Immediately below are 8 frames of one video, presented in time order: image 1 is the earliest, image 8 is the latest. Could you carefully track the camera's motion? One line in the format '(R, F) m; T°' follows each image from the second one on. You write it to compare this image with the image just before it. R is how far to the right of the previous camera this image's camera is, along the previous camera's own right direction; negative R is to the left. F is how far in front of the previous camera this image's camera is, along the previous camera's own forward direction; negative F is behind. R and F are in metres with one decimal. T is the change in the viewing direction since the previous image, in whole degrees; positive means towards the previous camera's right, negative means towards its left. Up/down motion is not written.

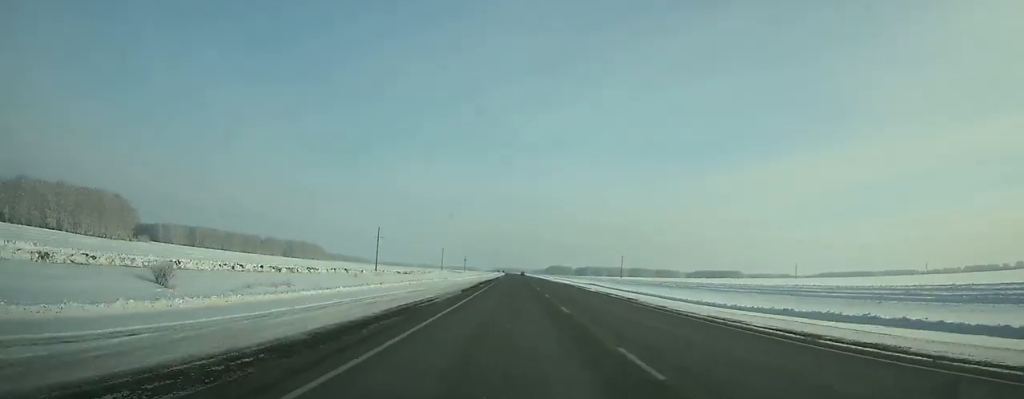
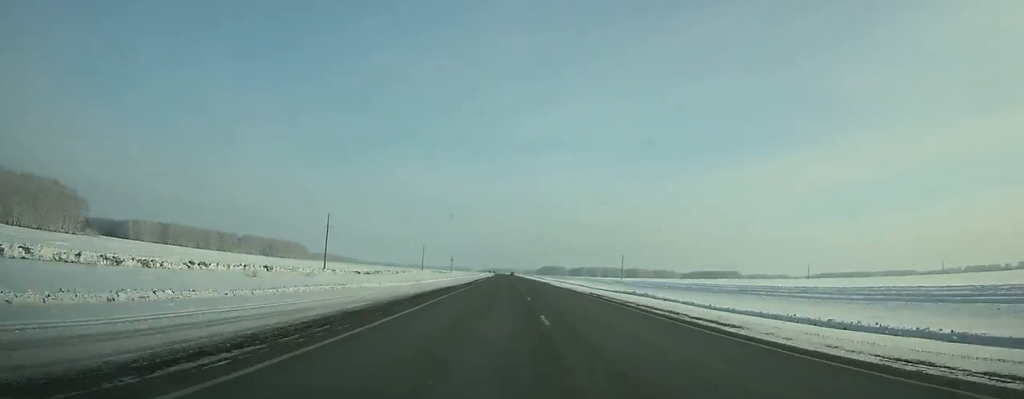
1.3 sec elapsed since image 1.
(+0.1, +43.1) m; 0°
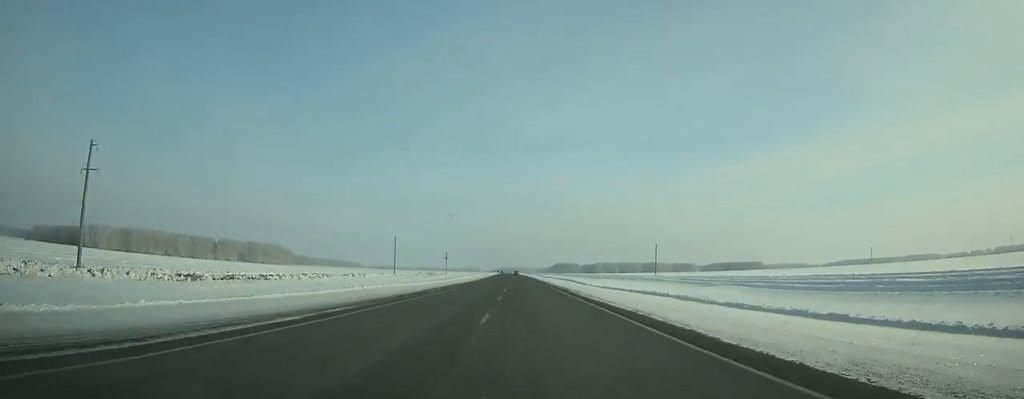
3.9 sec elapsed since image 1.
(+0.2, +88.0) m; 0°
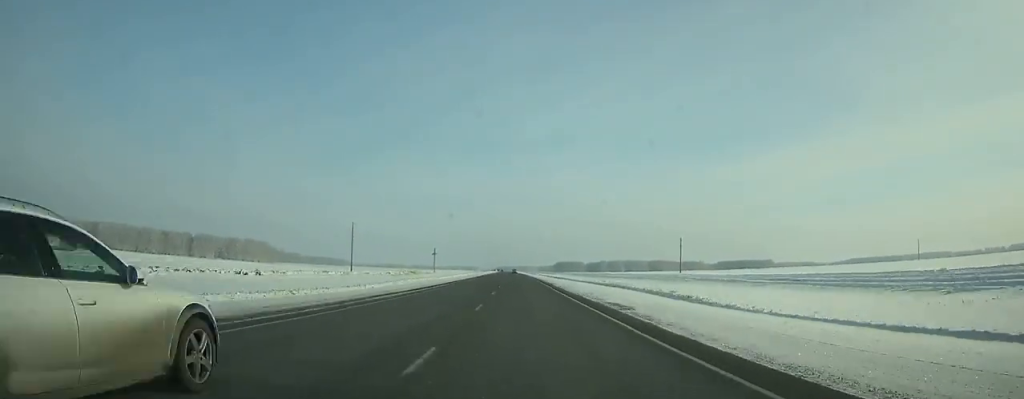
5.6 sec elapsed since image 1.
(-0.3, +58.1) m; -1°
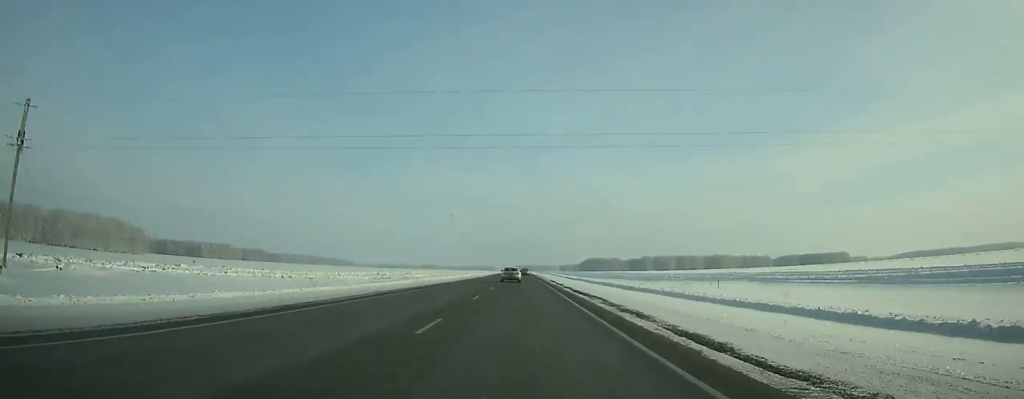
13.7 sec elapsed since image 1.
(-4.0, +272.9) m; -1°
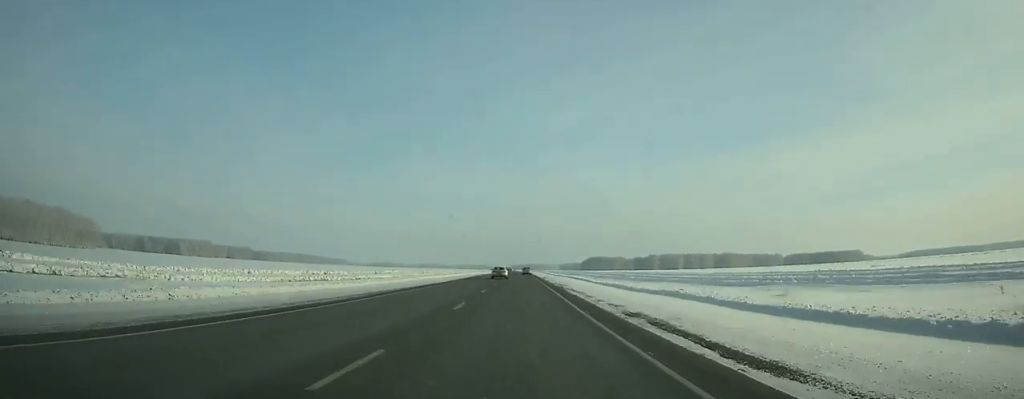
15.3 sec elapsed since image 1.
(+0.2, +52.5) m; 0°
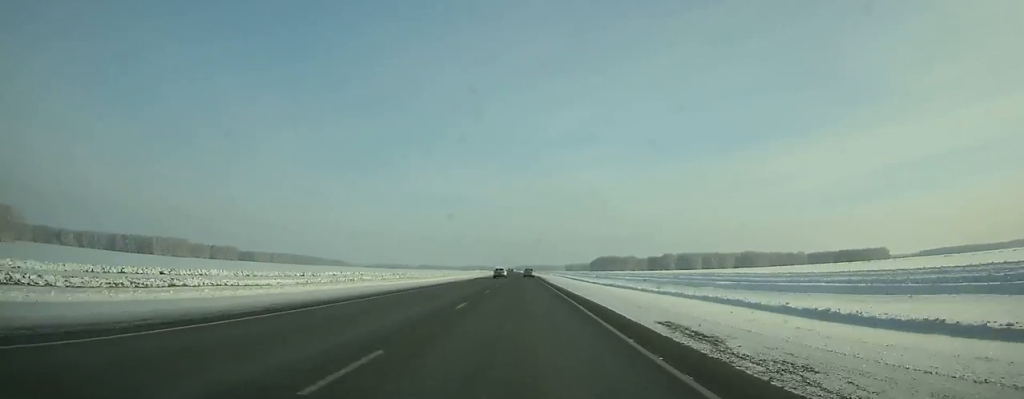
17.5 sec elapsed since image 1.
(-0.2, +70.2) m; 0°
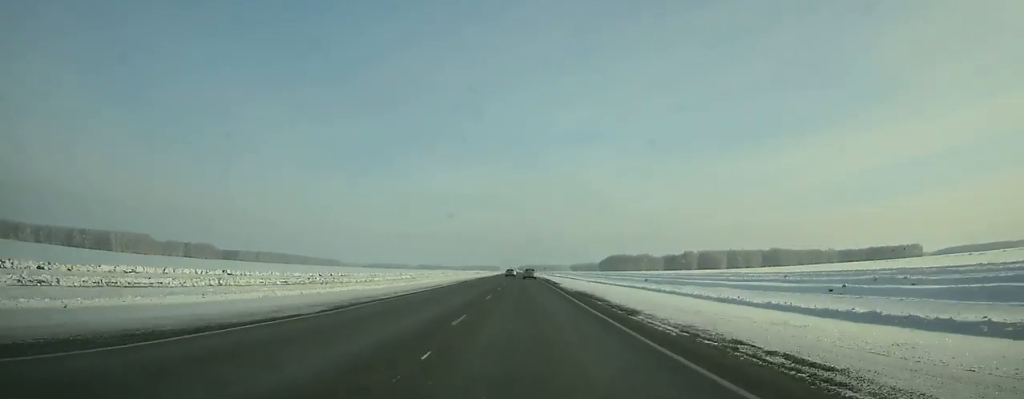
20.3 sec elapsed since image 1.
(-0.3, +87.3) m; 0°
